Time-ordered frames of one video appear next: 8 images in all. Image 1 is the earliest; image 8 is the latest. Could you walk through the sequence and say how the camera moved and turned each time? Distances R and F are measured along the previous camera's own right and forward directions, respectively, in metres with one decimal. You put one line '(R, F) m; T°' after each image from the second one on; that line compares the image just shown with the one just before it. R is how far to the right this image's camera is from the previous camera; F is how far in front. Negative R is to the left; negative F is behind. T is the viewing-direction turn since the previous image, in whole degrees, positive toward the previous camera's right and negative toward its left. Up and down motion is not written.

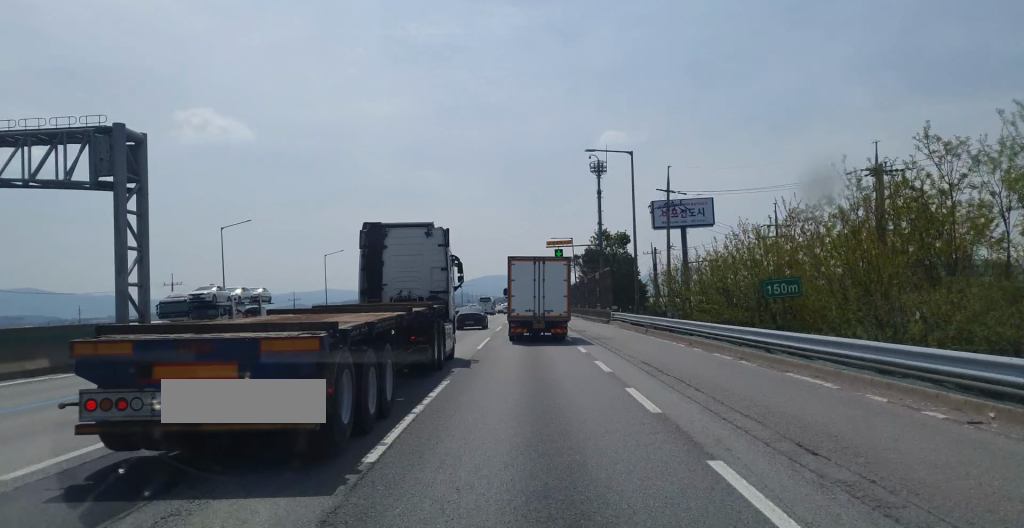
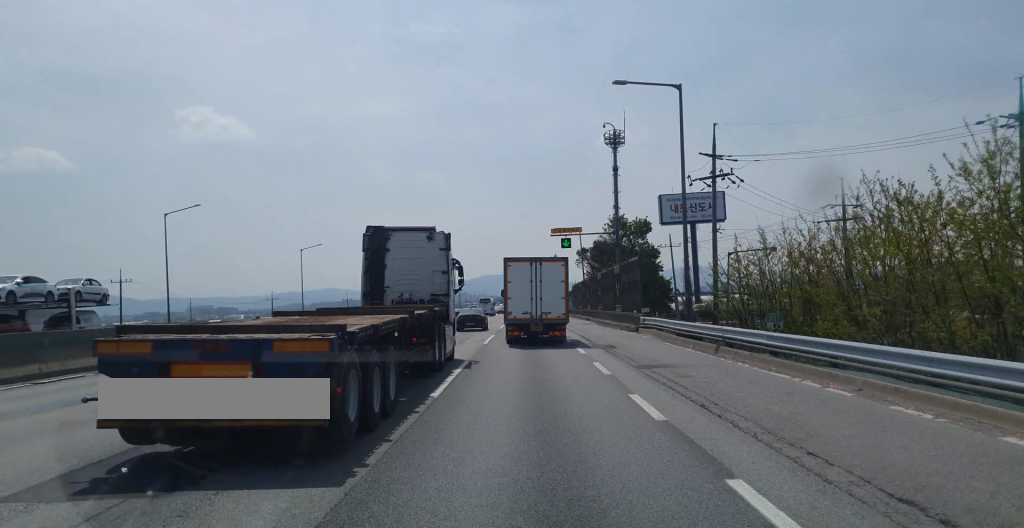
(-0.1, +14.4) m; 0°
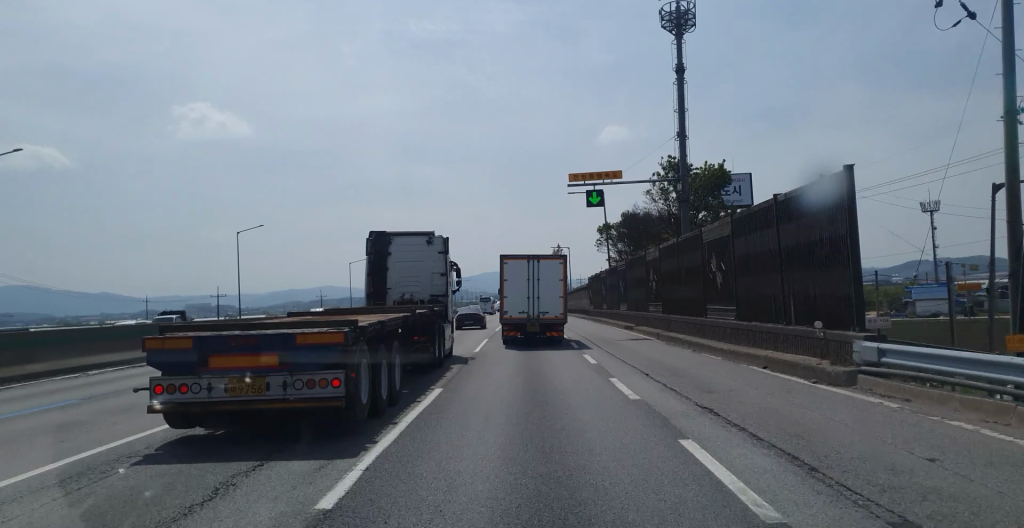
(+0.2, +25.4) m; 0°
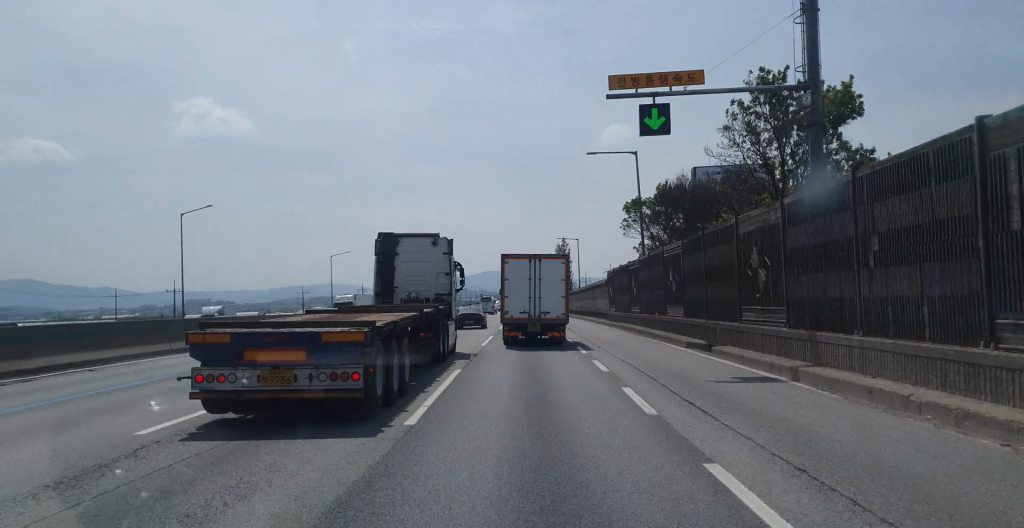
(-0.3, +16.7) m; 0°
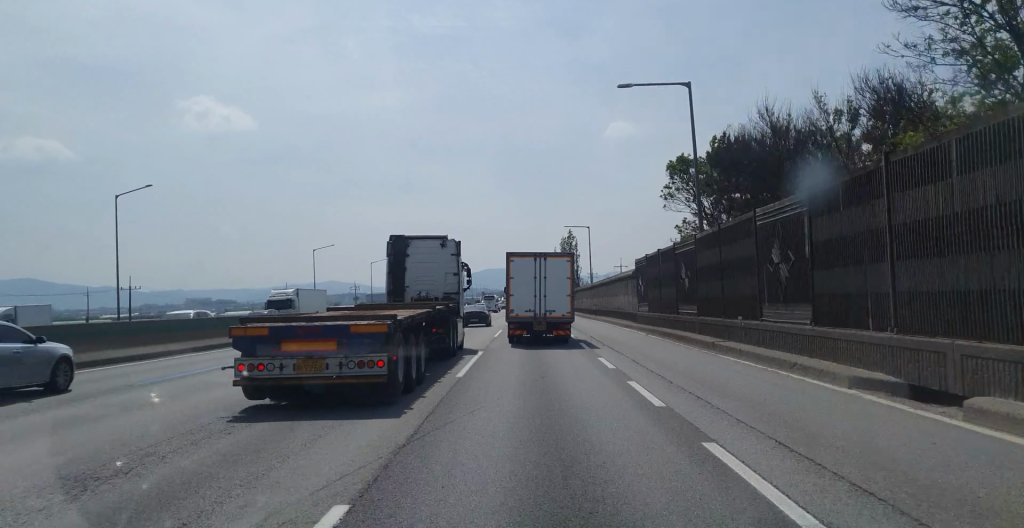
(+0.2, +13.0) m; +1°
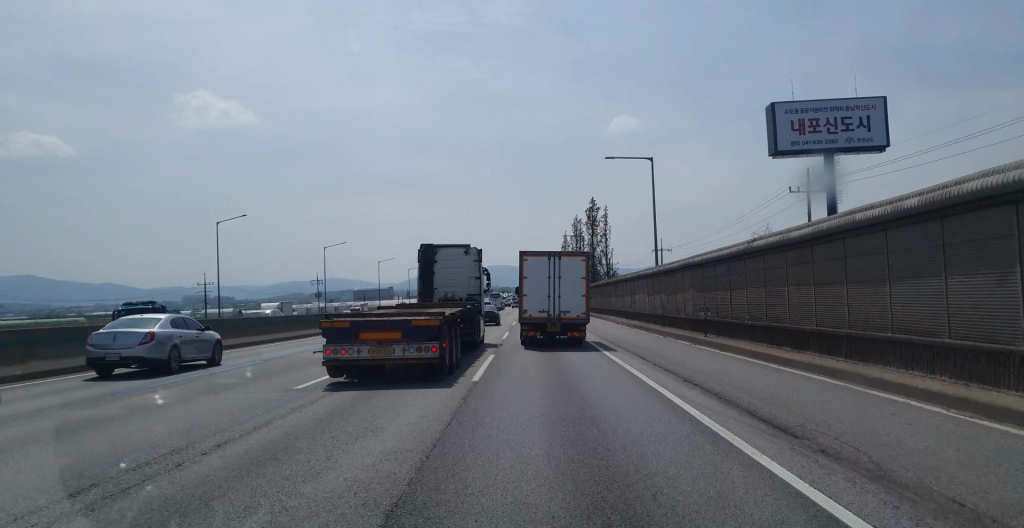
(-0.5, +40.0) m; -1°
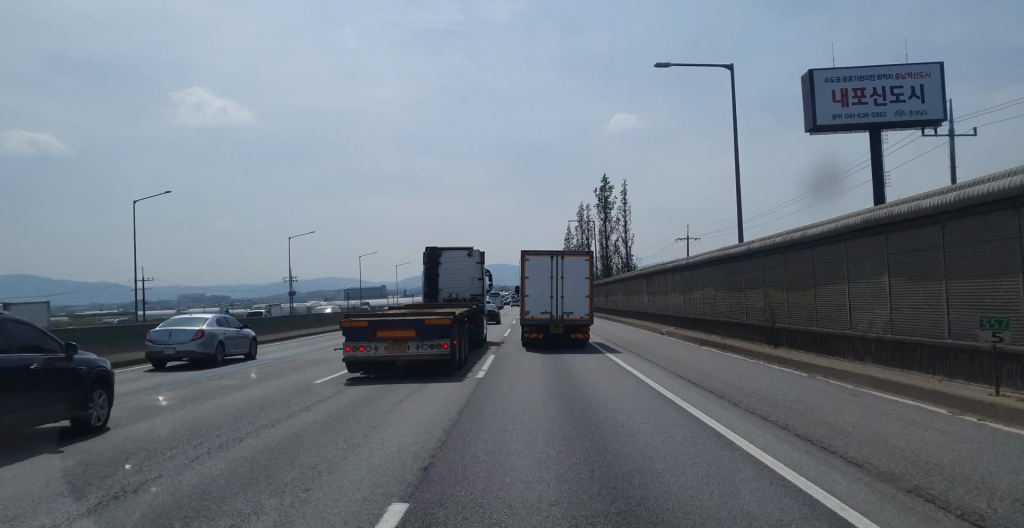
(+0.1, +17.5) m; +1°
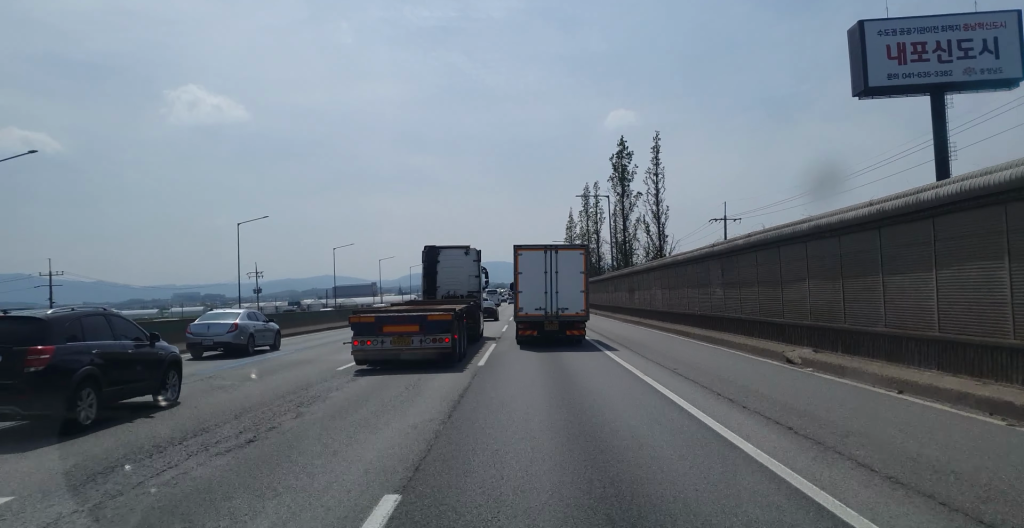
(+0.1, +17.0) m; 0°
